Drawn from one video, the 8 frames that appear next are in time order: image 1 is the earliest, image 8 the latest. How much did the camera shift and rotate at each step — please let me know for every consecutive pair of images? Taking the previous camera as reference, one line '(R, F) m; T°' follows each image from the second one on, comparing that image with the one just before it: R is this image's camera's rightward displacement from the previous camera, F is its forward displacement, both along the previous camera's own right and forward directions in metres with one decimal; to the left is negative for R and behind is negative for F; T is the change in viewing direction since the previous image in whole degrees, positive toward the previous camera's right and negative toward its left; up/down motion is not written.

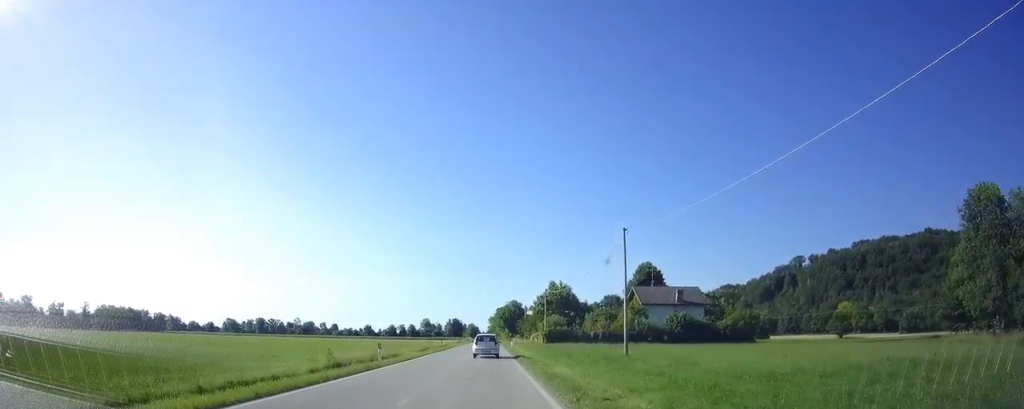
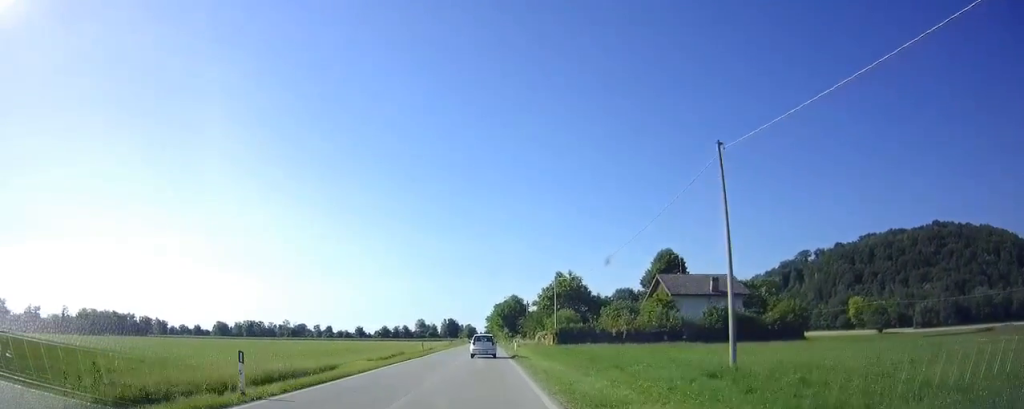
(-0.2, +14.1) m; 0°
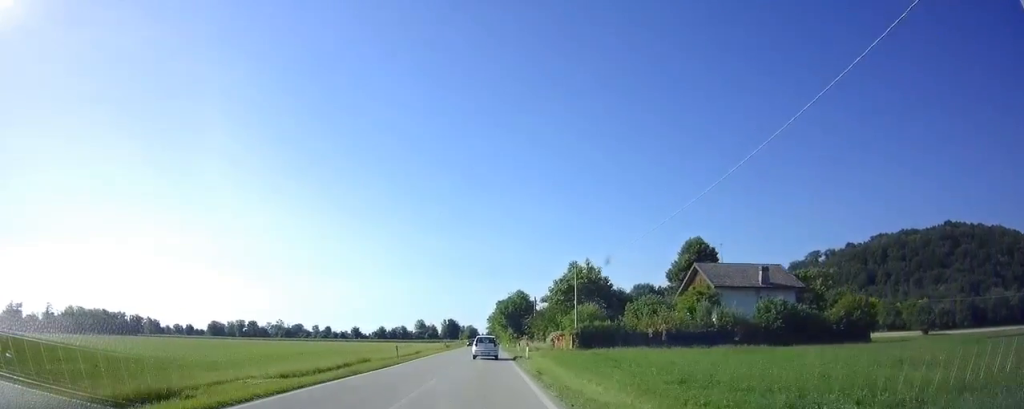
(+0.1, +13.0) m; 0°
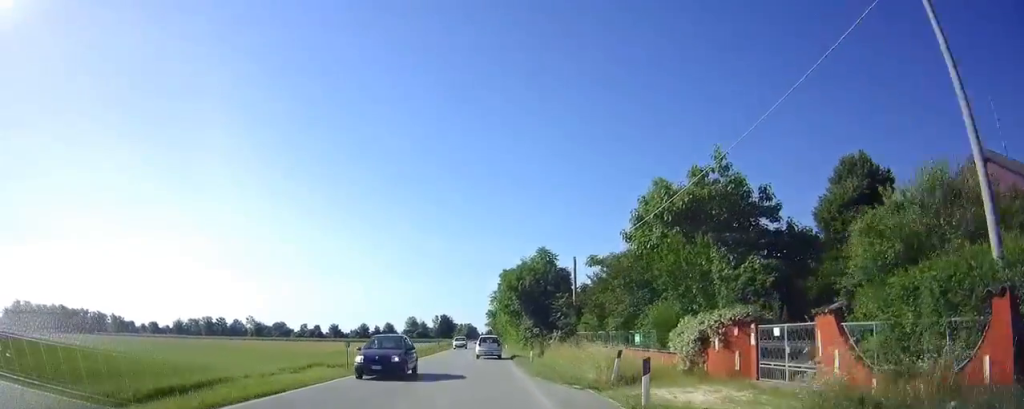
(+0.1, +38.2) m; 0°
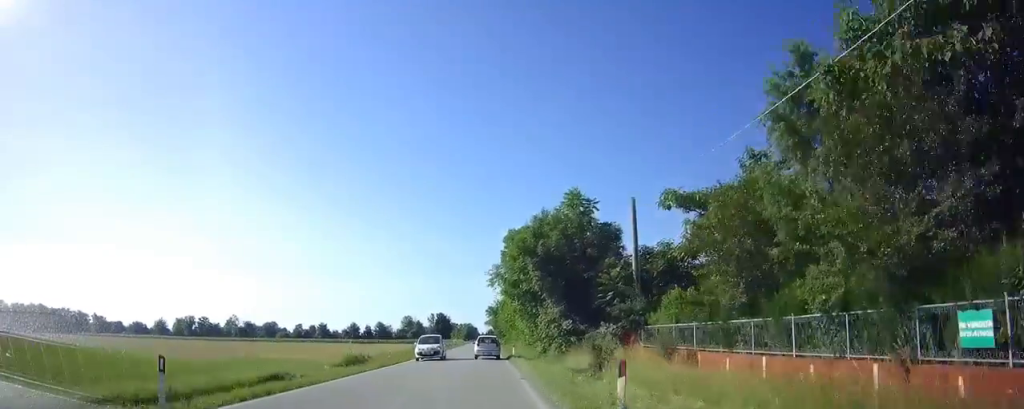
(-0.1, +17.9) m; -1°
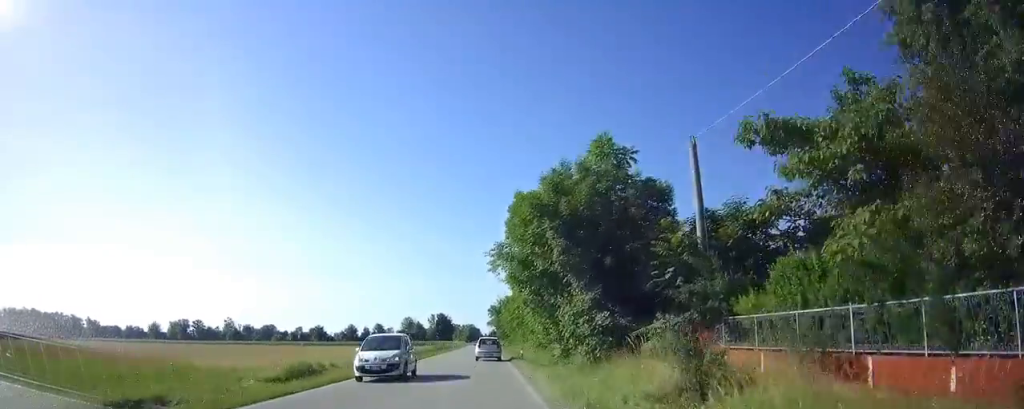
(0.0, +7.7) m; 0°
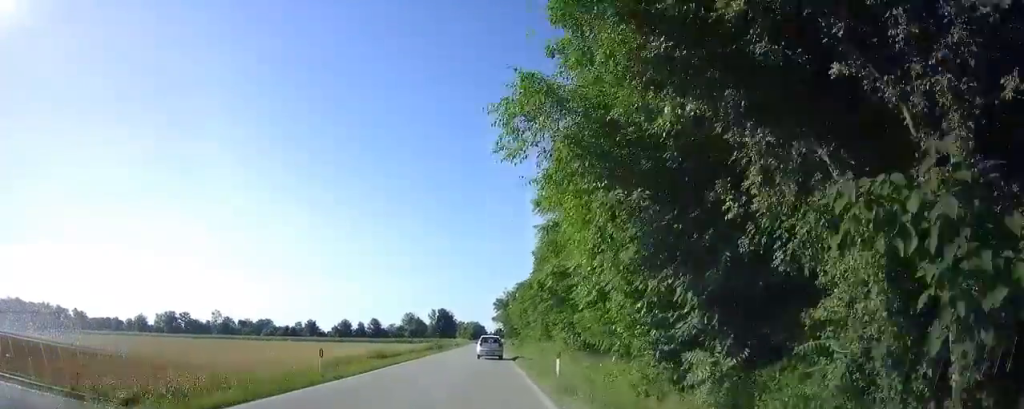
(-0.2, +16.0) m; 0°
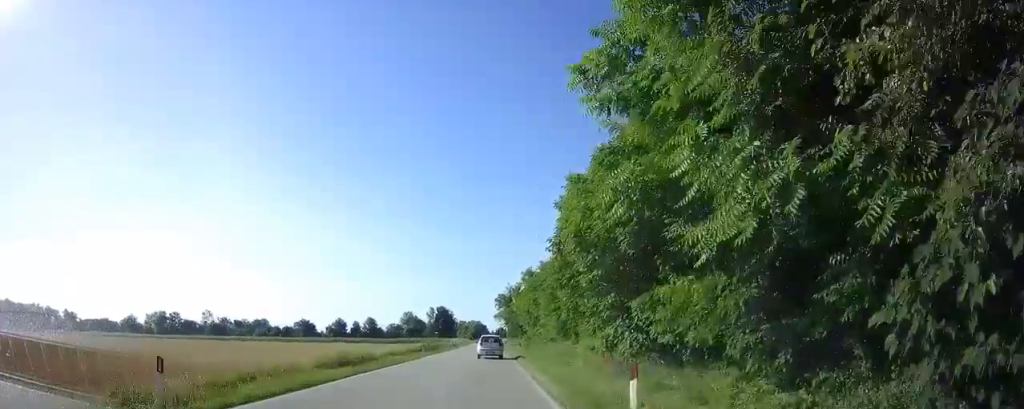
(+0.1, +8.9) m; 0°
